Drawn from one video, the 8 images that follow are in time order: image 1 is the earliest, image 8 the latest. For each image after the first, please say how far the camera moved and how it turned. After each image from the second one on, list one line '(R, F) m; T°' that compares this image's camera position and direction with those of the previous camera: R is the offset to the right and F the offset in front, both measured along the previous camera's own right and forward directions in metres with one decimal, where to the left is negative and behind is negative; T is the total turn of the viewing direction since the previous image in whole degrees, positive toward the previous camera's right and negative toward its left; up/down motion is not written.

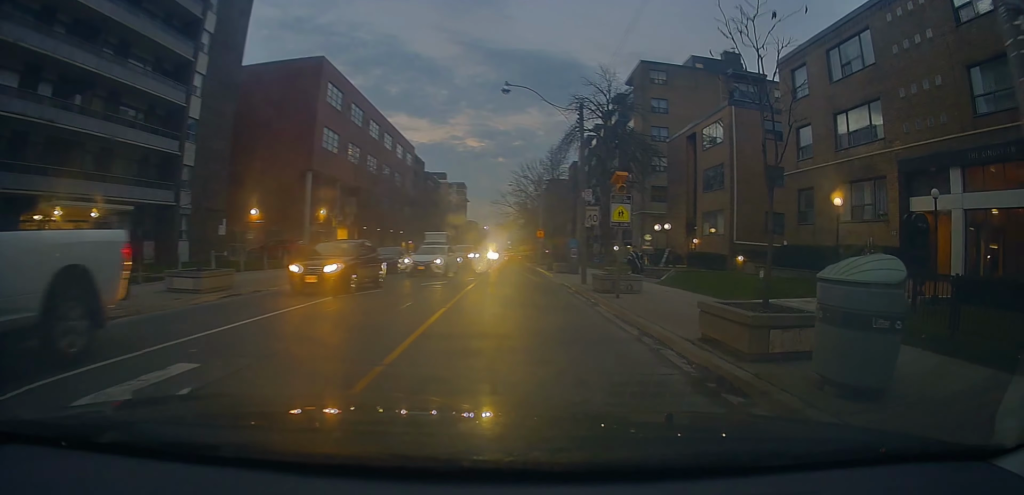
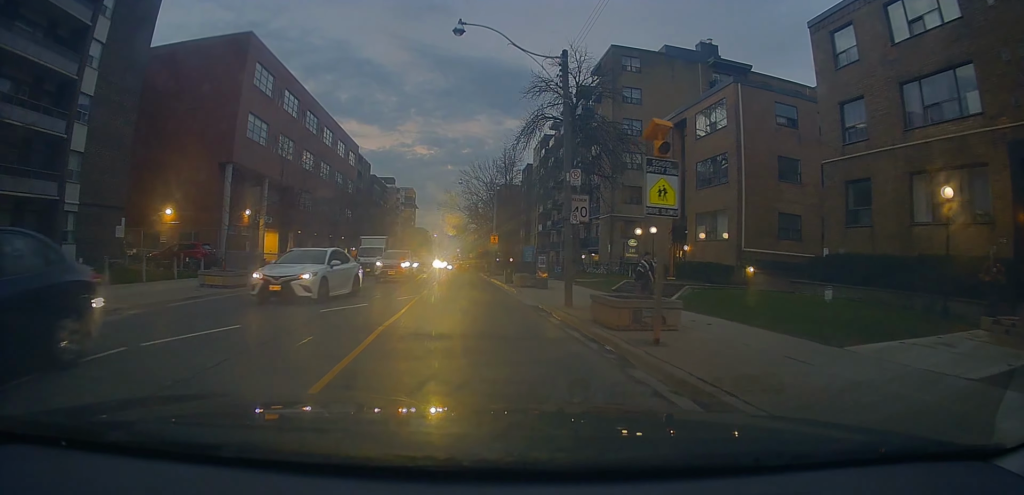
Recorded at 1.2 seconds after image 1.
(+1.0, +6.3) m; +6°
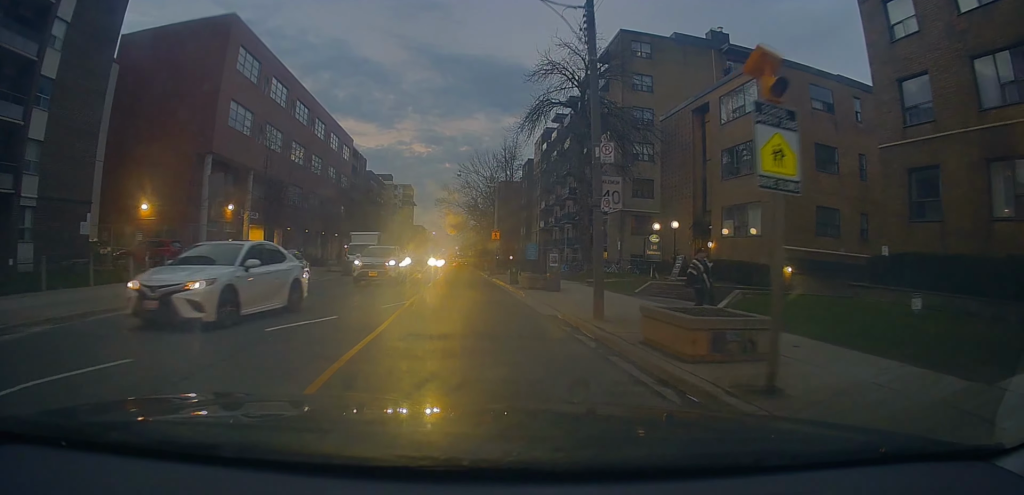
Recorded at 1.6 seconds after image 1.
(-0.2, +3.3) m; -2°
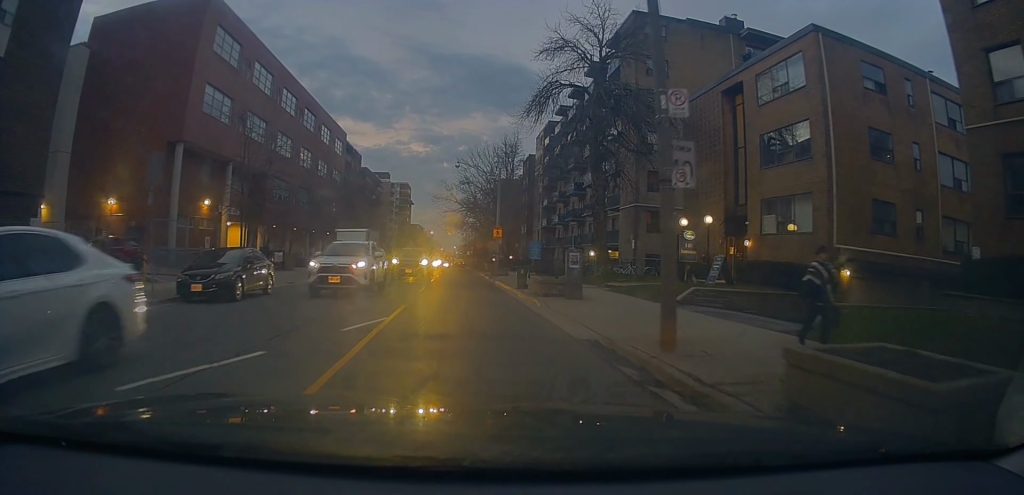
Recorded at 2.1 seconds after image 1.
(-0.1, +3.8) m; -1°
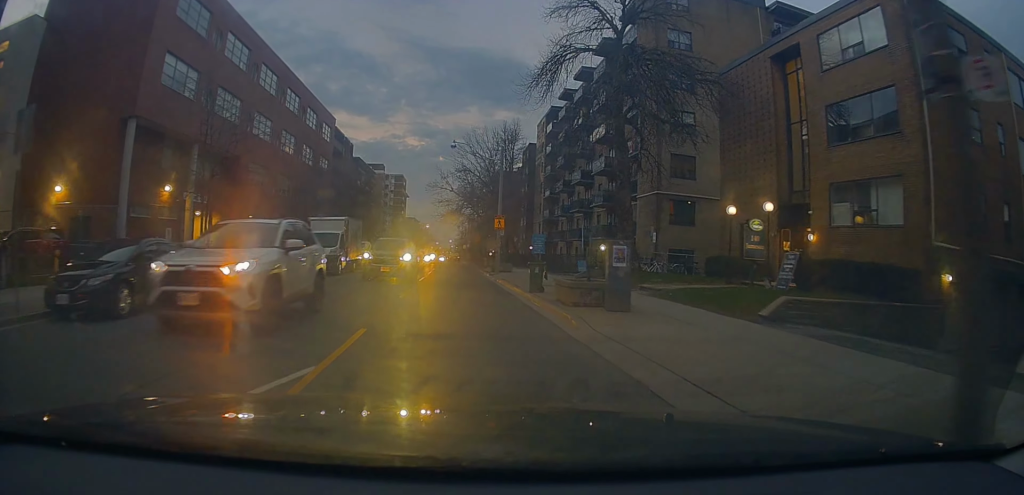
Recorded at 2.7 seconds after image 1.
(0.0, +5.3) m; +1°
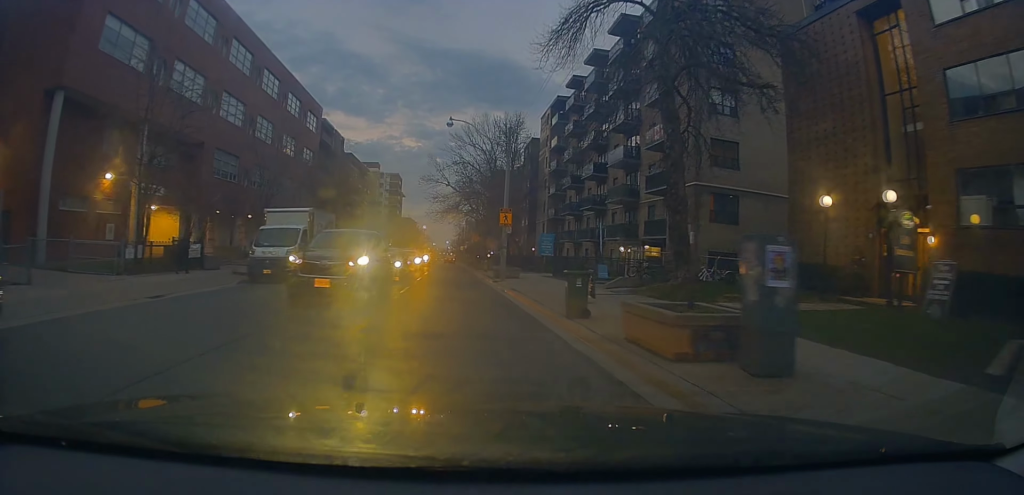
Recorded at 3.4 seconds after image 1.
(+0.1, +6.4) m; +1°
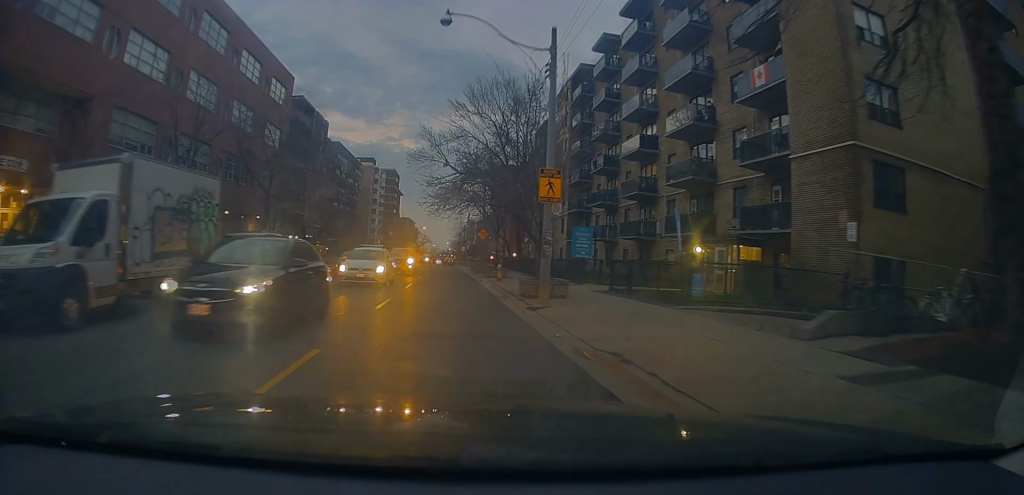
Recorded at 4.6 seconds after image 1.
(+0.3, +13.2) m; 0°
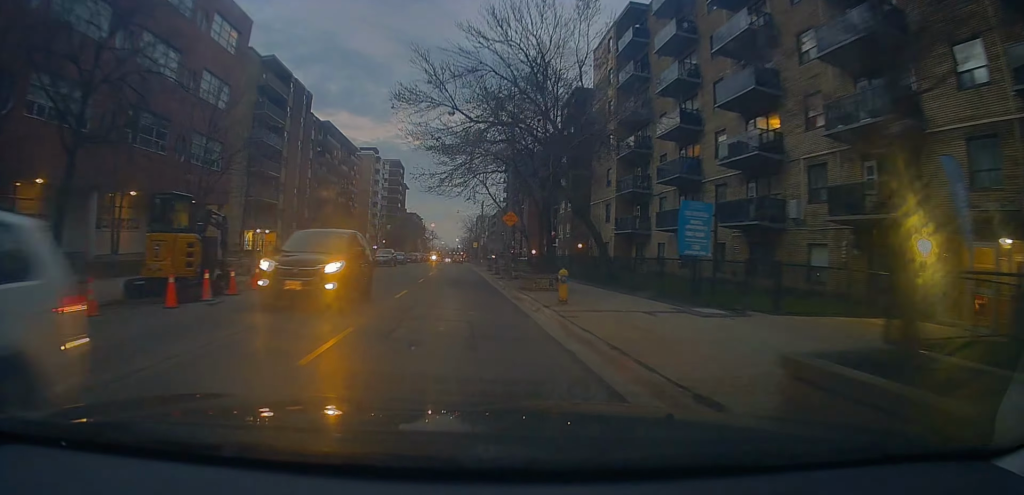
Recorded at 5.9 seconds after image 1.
(-0.3, +15.0) m; -2°
